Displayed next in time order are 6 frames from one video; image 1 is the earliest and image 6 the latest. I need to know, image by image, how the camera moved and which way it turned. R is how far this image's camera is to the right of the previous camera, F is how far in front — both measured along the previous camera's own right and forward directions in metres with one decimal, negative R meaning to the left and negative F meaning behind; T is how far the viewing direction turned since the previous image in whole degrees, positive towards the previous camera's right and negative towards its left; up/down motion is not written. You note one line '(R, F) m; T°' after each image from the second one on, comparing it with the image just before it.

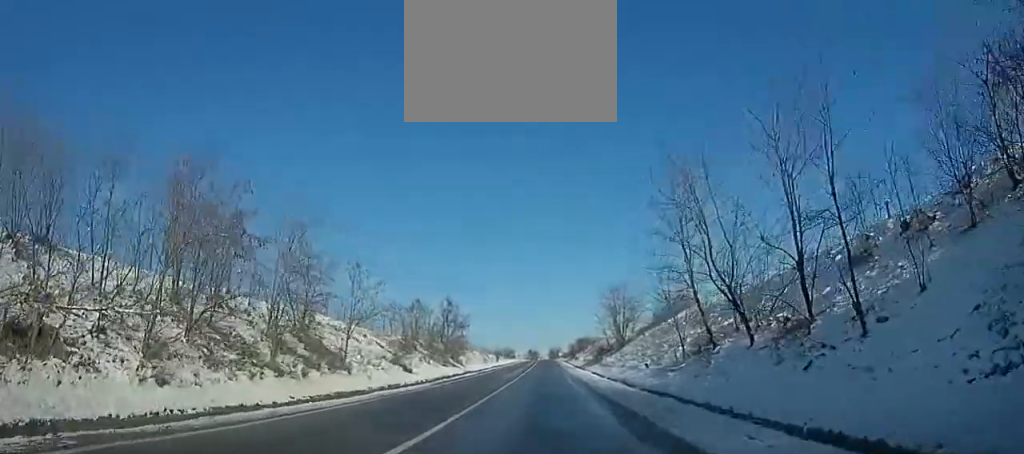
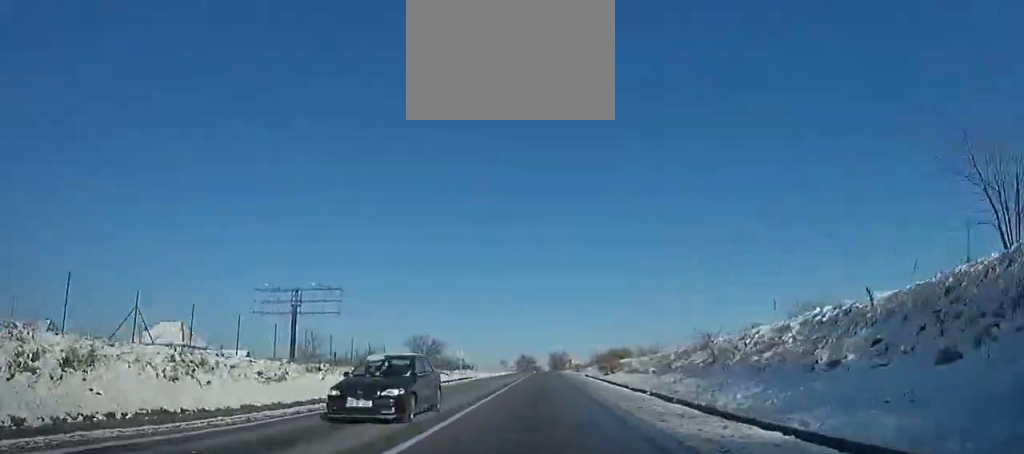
(-1.0, +99.2) m; -1°
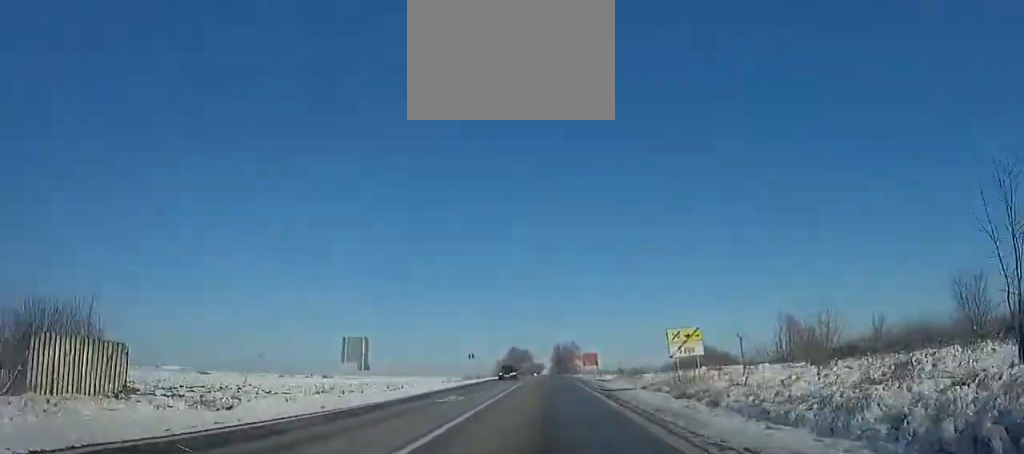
(+0.5, +70.5) m; +1°
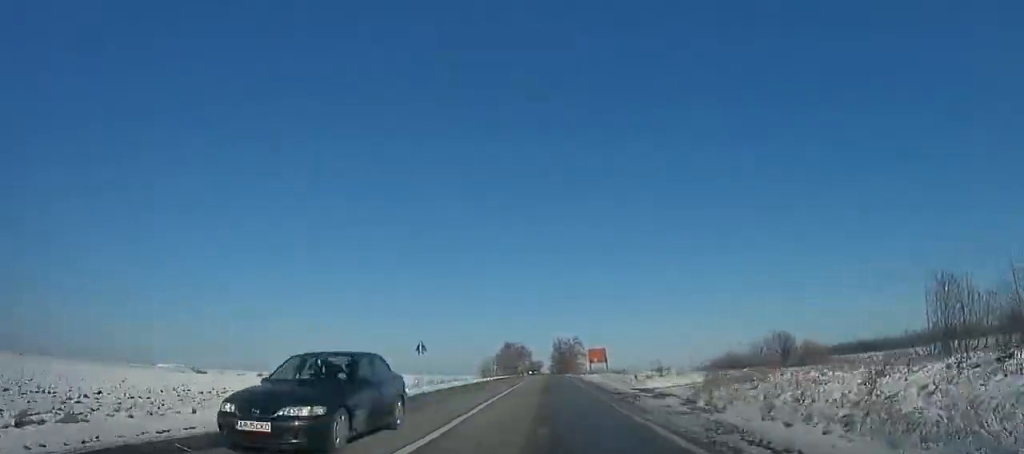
(0.0, +19.8) m; 0°
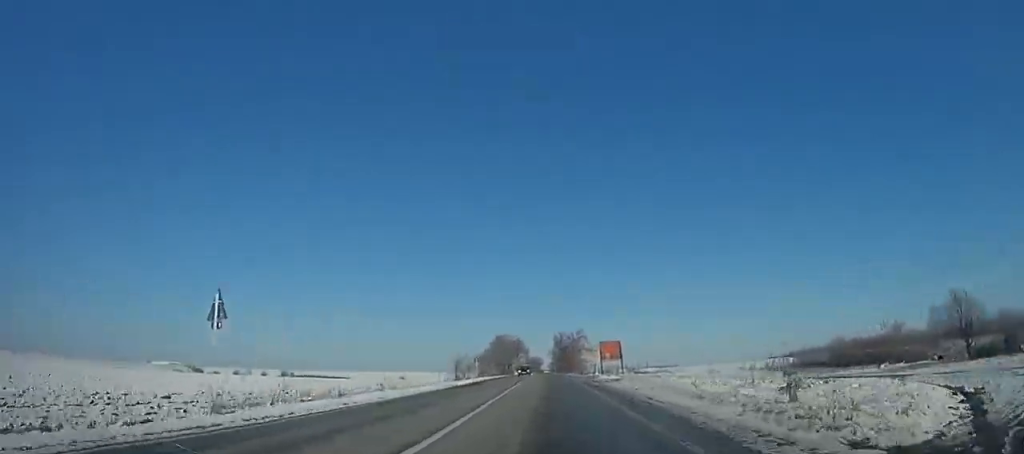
(0.0, +19.7) m; 0°
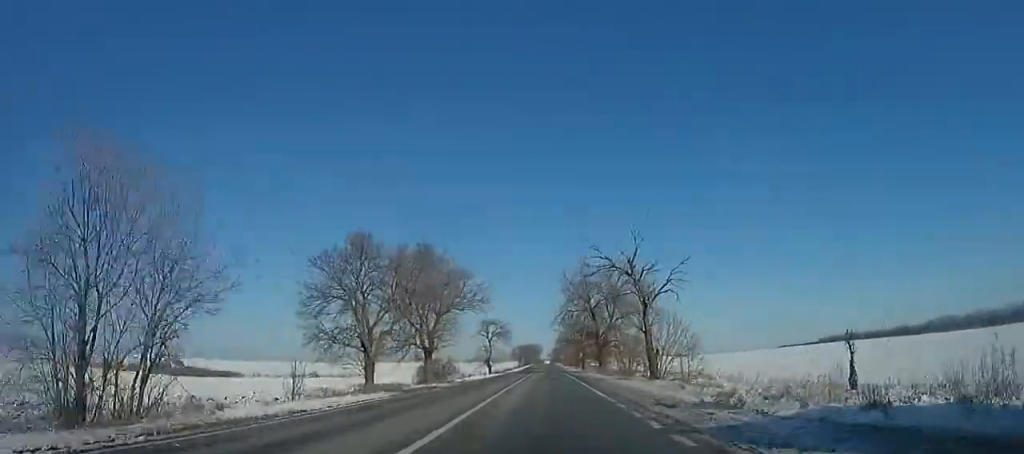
(-0.4, +79.2) m; 0°
